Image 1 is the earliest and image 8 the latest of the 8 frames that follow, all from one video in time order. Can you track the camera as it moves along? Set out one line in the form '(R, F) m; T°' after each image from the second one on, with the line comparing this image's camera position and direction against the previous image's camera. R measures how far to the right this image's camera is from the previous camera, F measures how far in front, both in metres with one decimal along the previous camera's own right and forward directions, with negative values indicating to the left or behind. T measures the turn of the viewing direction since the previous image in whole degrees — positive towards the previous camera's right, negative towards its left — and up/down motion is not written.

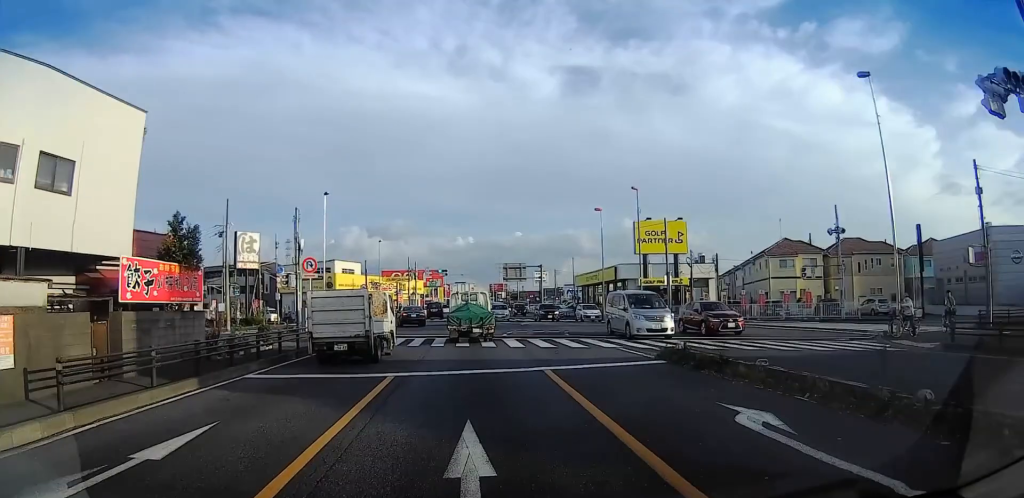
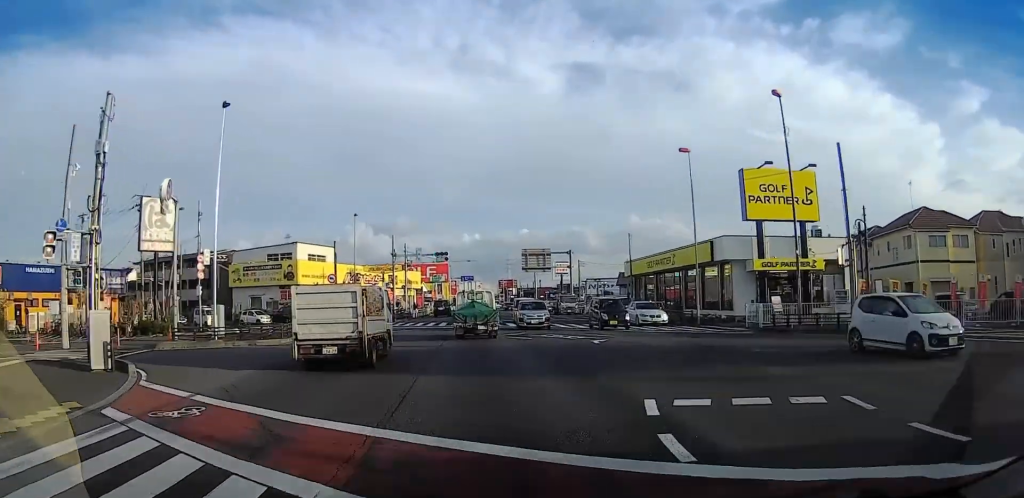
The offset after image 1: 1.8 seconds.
(-0.4, +22.5) m; +1°
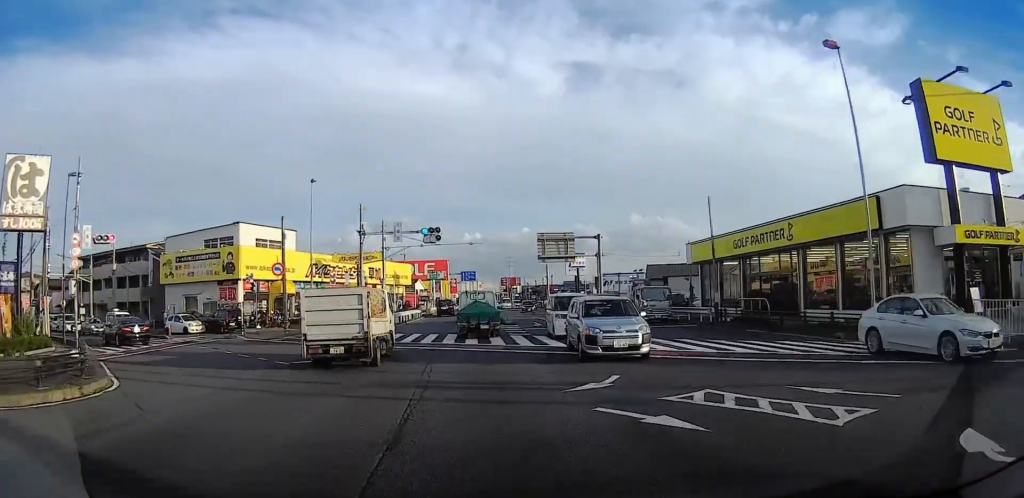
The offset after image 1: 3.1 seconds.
(0.0, +16.7) m; 0°
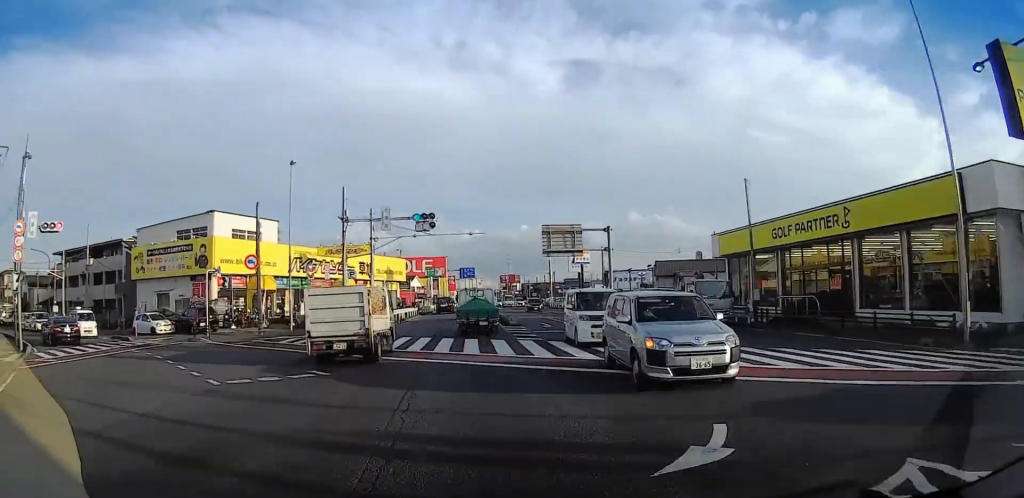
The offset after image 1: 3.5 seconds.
(0.0, +4.9) m; 0°
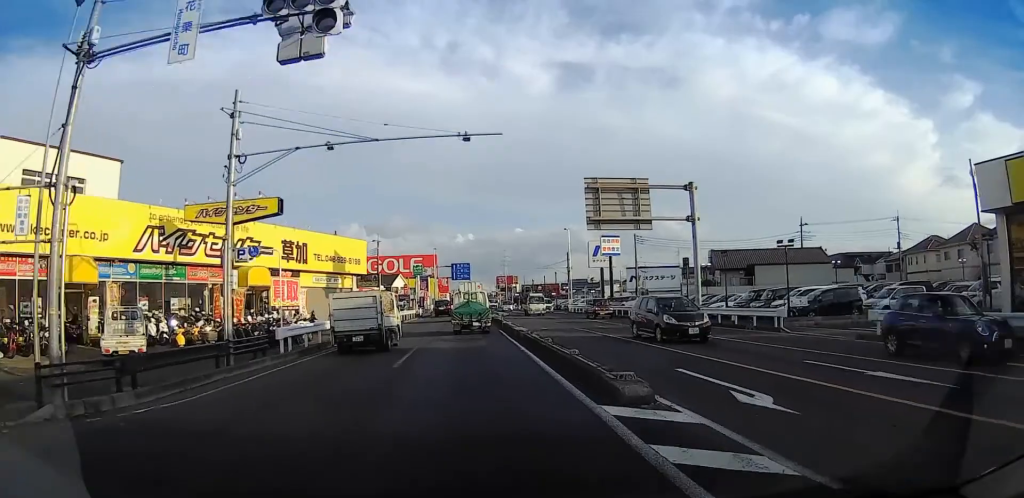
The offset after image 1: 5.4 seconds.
(0.0, +23.1) m; -1°
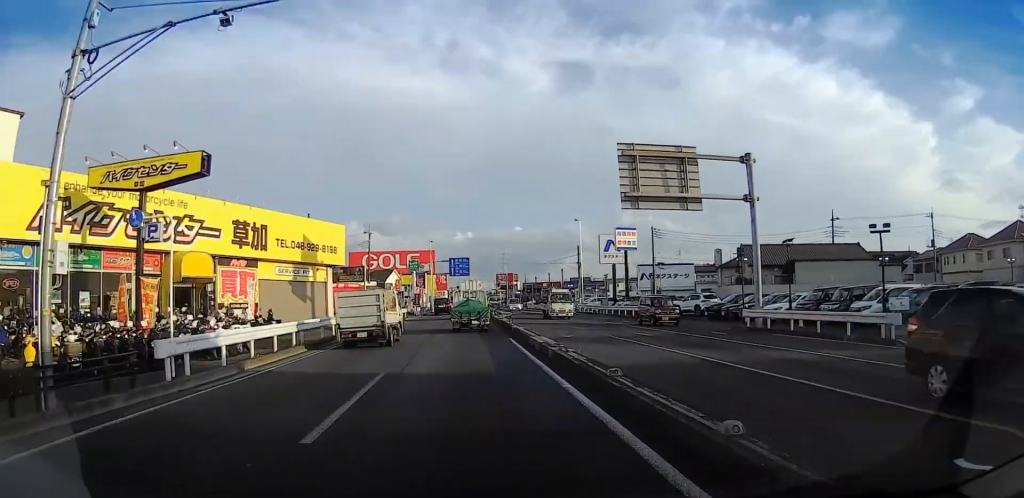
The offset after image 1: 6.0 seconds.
(0.0, +7.3) m; 0°
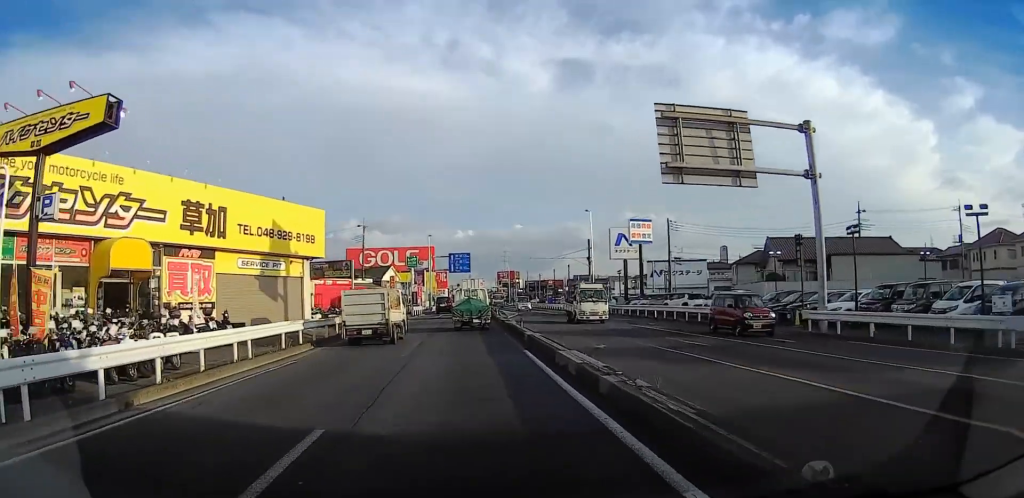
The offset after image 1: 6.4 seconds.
(0.0, +5.3) m; 0°
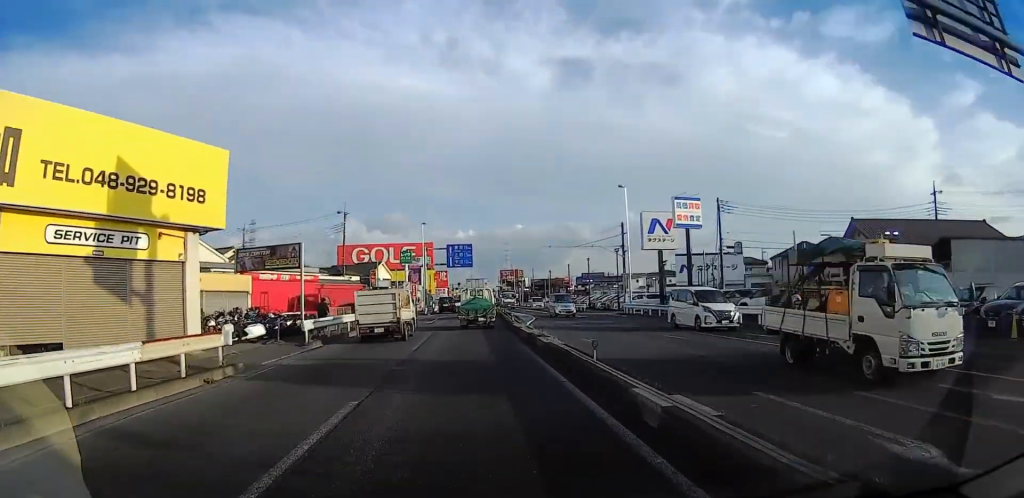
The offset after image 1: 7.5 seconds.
(0.0, +13.3) m; +3°
